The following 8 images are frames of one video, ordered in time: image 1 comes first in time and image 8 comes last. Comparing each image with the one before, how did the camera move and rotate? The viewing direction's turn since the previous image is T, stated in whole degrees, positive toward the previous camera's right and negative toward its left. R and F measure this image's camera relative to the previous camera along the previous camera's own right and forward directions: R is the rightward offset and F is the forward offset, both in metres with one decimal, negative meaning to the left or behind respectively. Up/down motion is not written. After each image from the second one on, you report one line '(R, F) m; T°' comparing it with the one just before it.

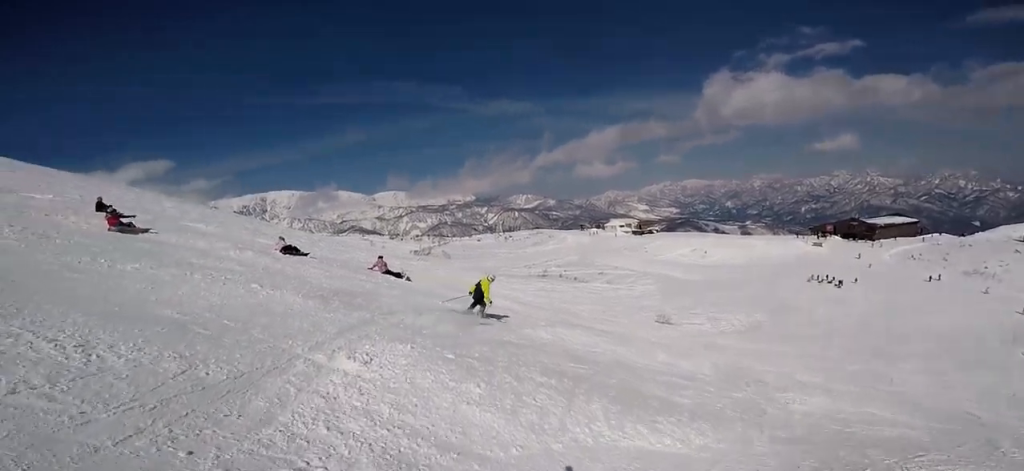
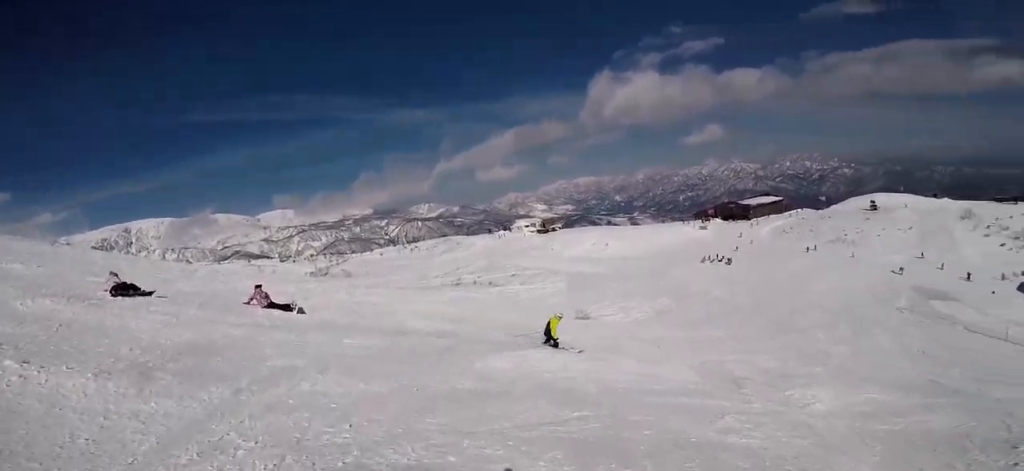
(+0.3, +2.8) m; +17°
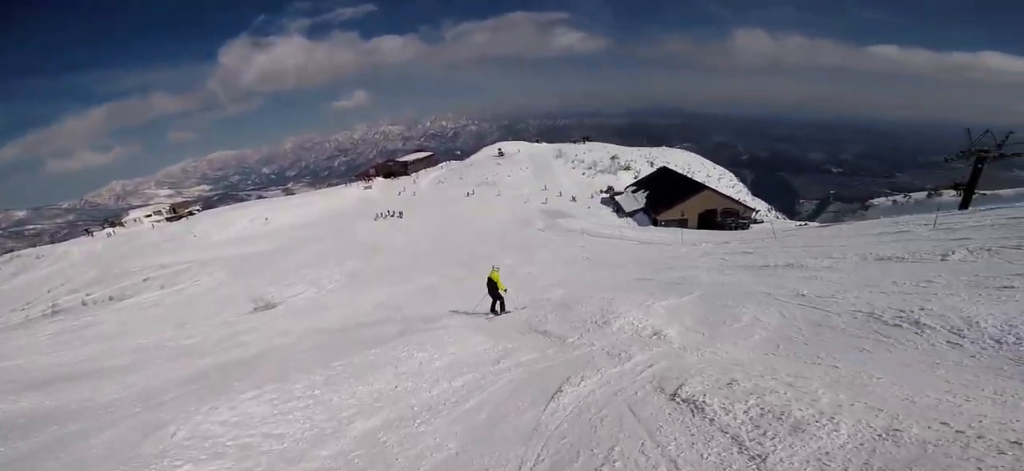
(+1.0, +3.9) m; +29°
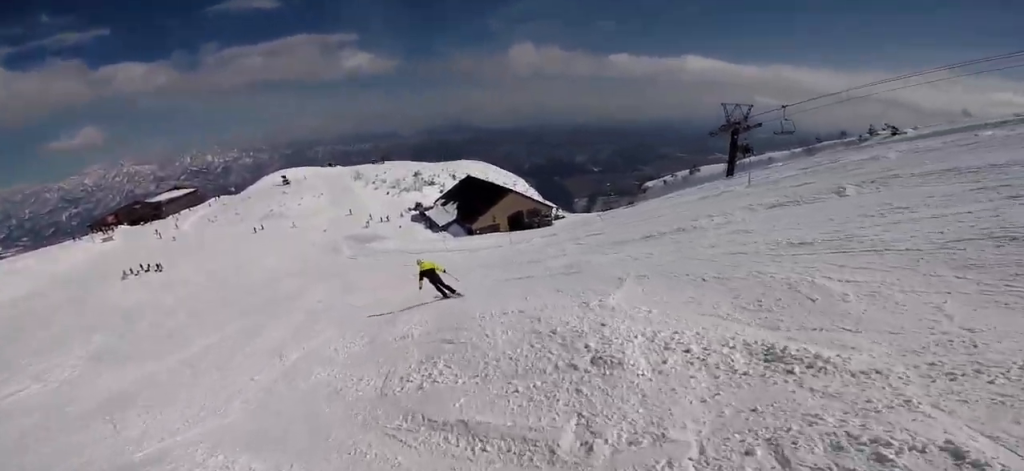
(+0.8, +4.3) m; +10°
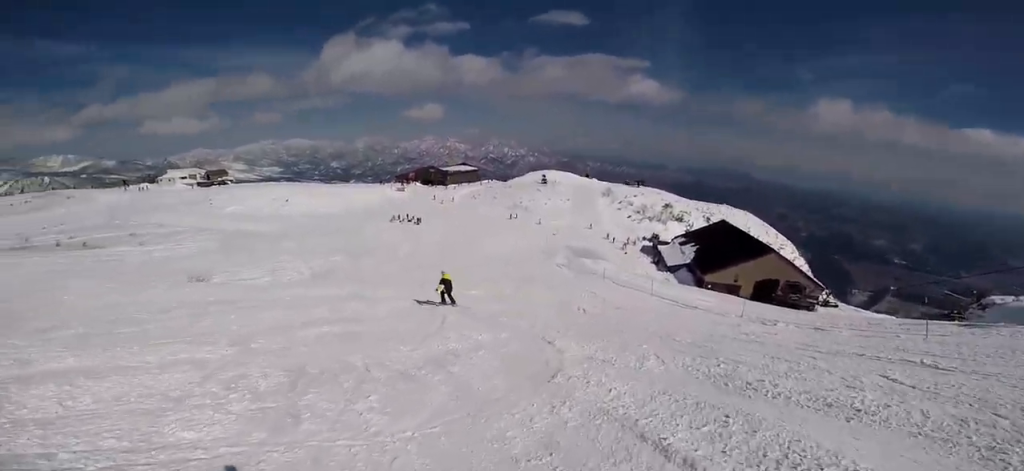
(-0.7, +9.3) m; -13°
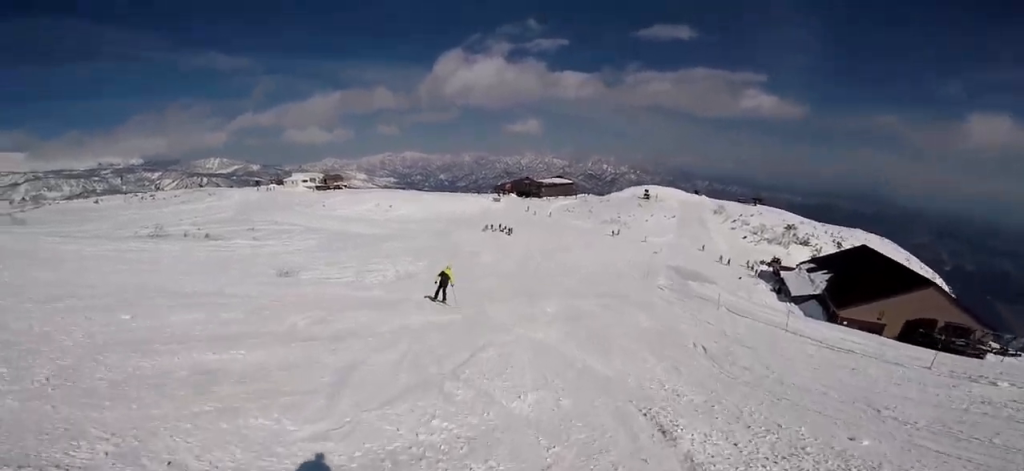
(-0.6, +5.8) m; -6°
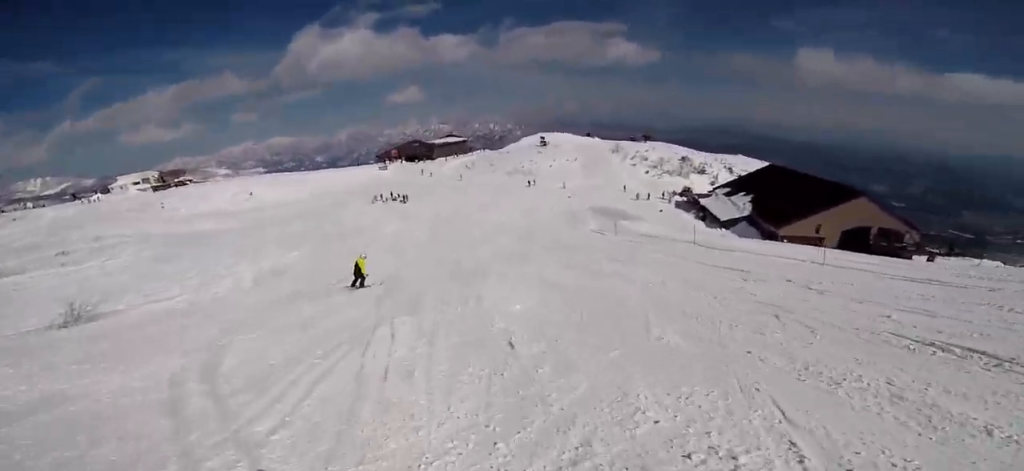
(+0.1, +11.8) m; +1°
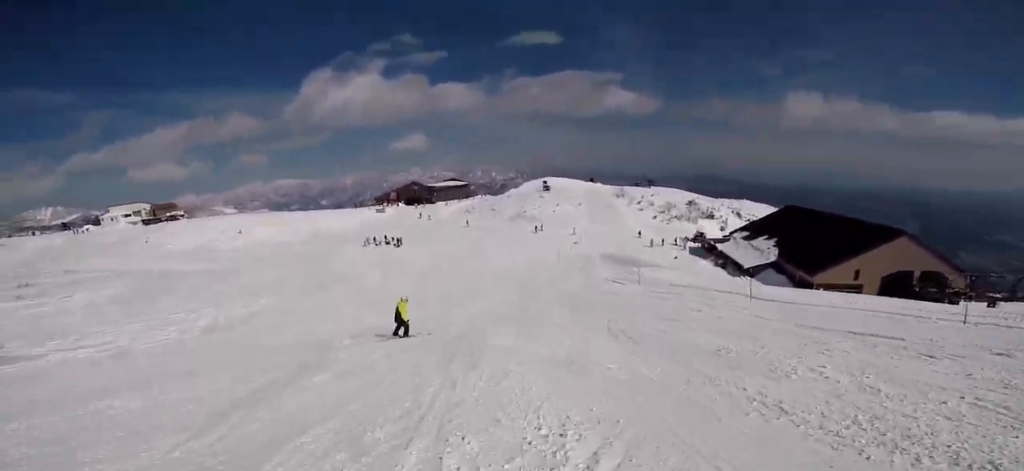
(0.0, +6.3) m; +1°
